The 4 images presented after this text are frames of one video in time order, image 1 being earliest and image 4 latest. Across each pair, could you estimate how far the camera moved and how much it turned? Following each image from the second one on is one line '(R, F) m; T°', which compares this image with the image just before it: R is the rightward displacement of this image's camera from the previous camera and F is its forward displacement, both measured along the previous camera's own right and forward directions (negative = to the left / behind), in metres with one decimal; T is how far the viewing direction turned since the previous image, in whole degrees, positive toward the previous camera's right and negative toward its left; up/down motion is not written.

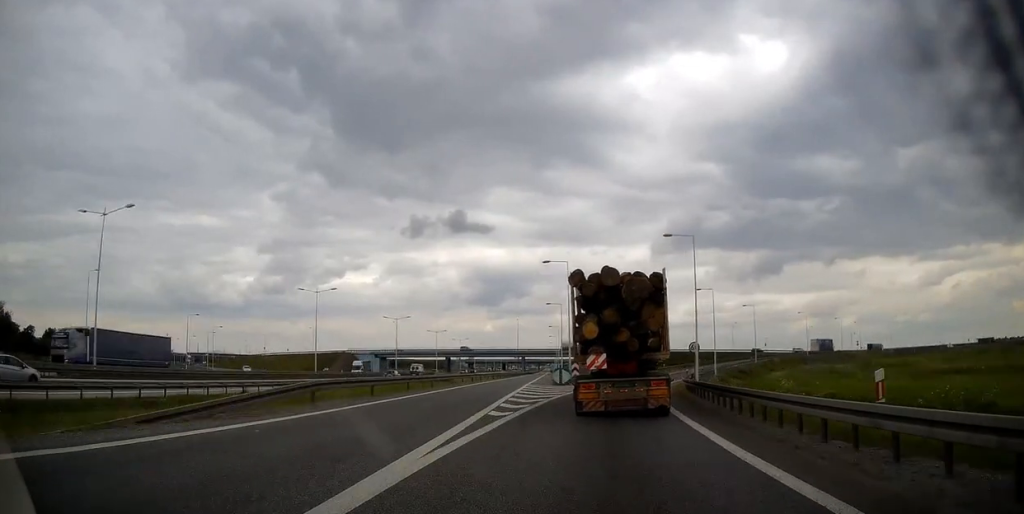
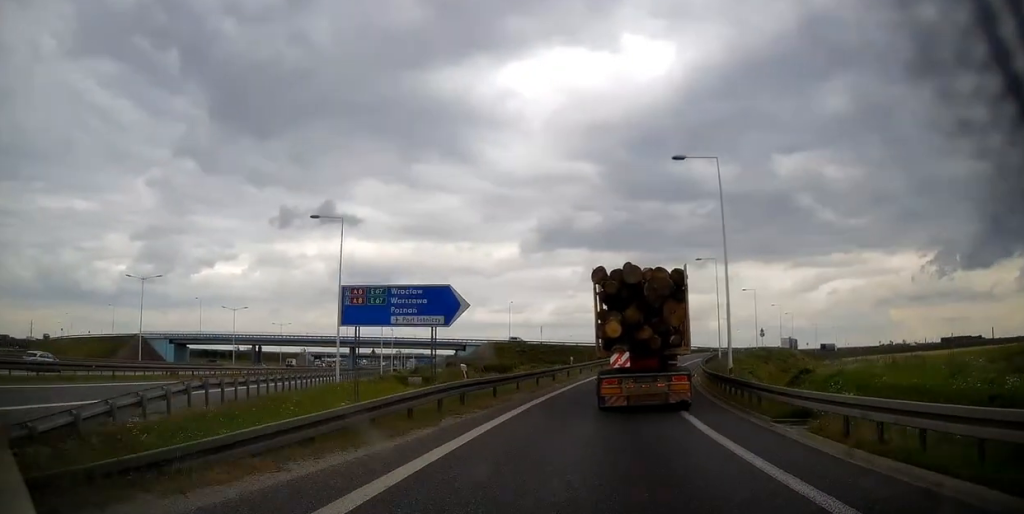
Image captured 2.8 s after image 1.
(+4.3, +47.4) m; +12°
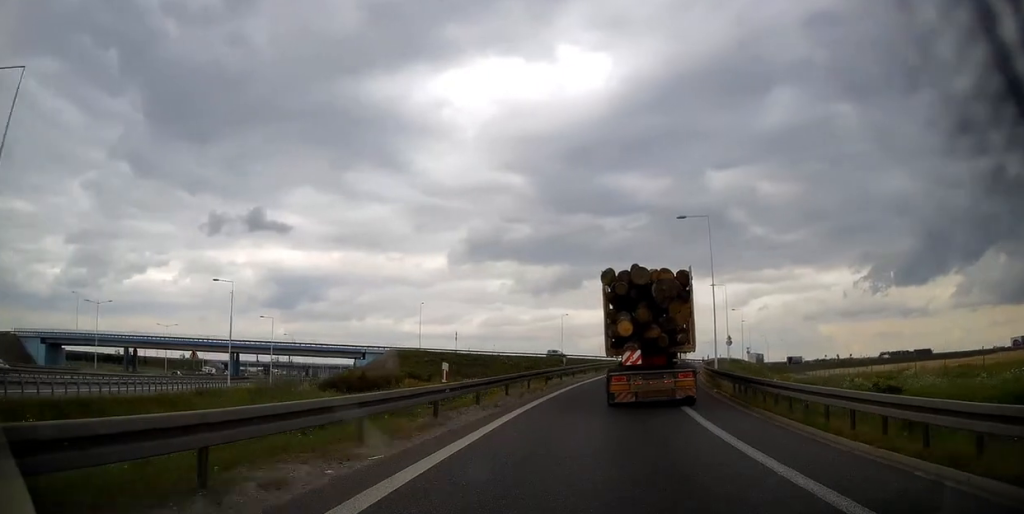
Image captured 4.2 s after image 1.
(+1.3, +22.7) m; +7°
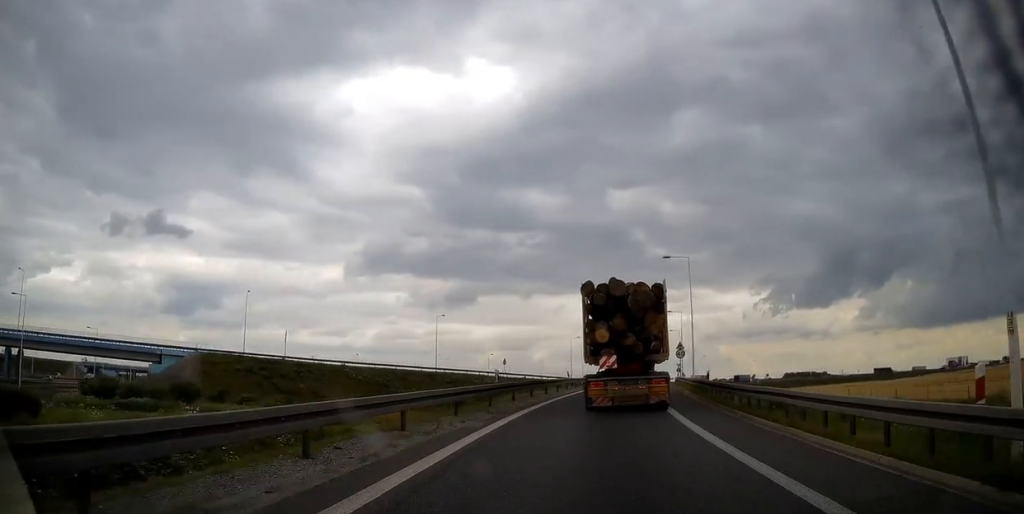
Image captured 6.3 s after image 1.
(+2.4, +32.9) m; +9°
